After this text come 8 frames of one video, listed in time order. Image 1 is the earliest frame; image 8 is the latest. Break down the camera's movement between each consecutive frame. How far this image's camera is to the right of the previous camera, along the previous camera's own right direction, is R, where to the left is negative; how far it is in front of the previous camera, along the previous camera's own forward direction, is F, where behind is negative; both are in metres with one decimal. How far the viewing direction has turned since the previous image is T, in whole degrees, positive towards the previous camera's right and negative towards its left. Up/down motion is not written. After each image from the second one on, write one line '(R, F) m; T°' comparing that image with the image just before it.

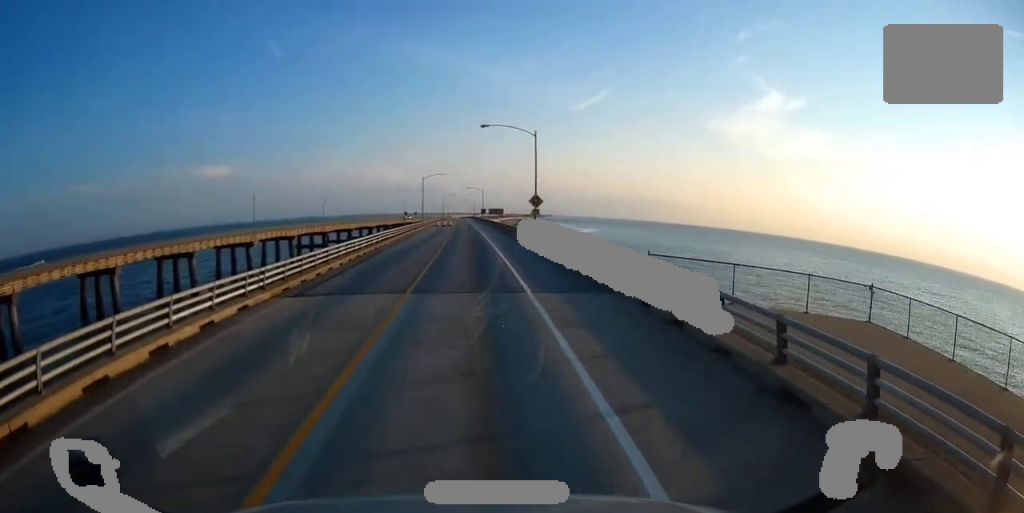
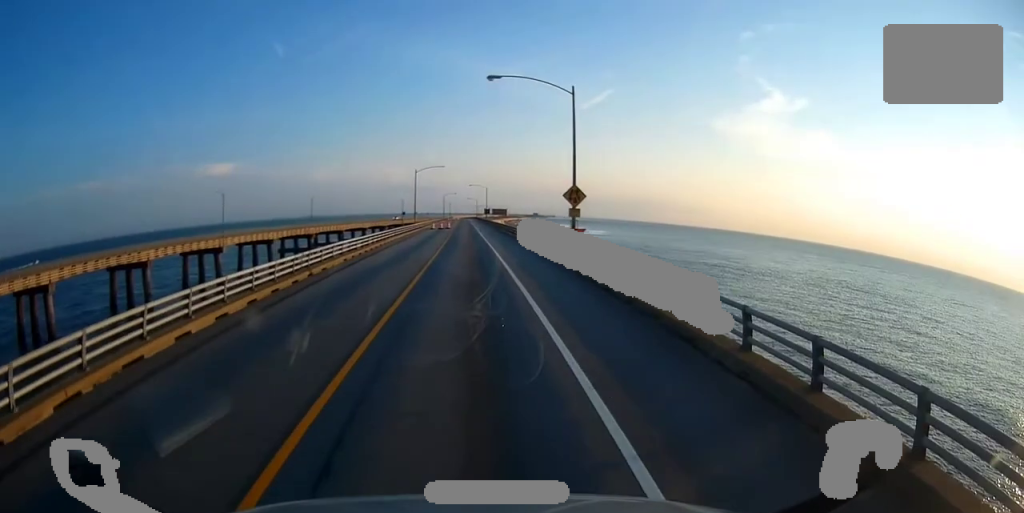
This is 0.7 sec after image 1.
(-0.2, +18.0) m; -1°
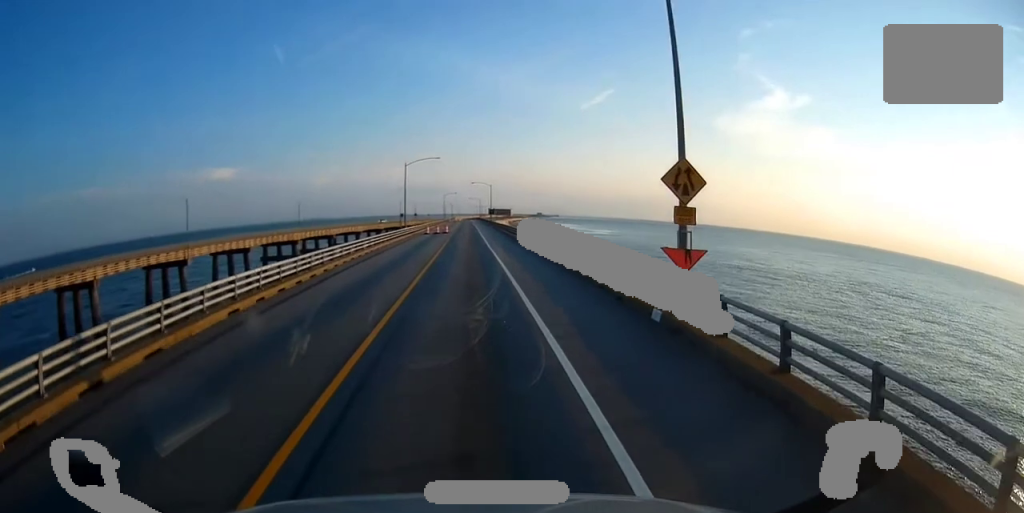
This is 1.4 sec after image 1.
(0.0, +16.0) m; 0°
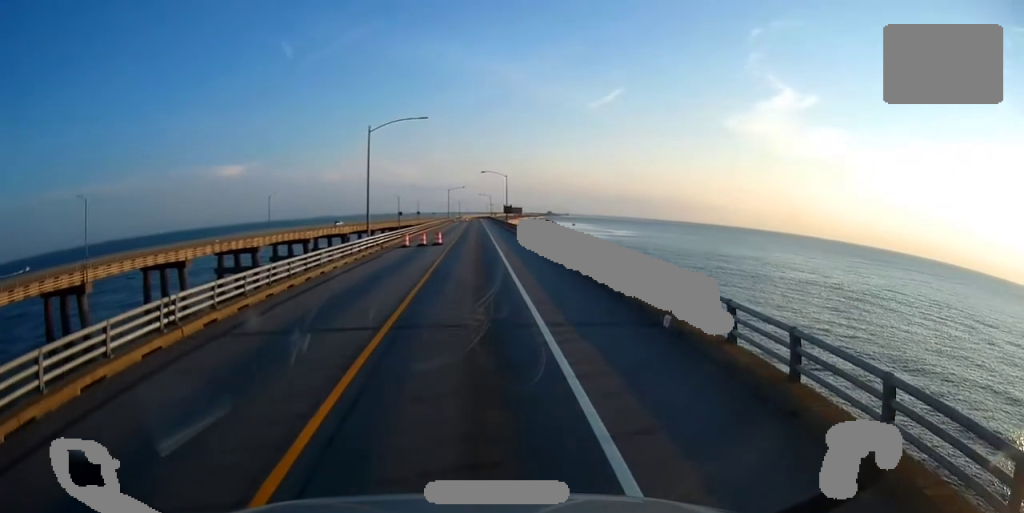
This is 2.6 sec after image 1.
(-0.3, +31.8) m; 0°
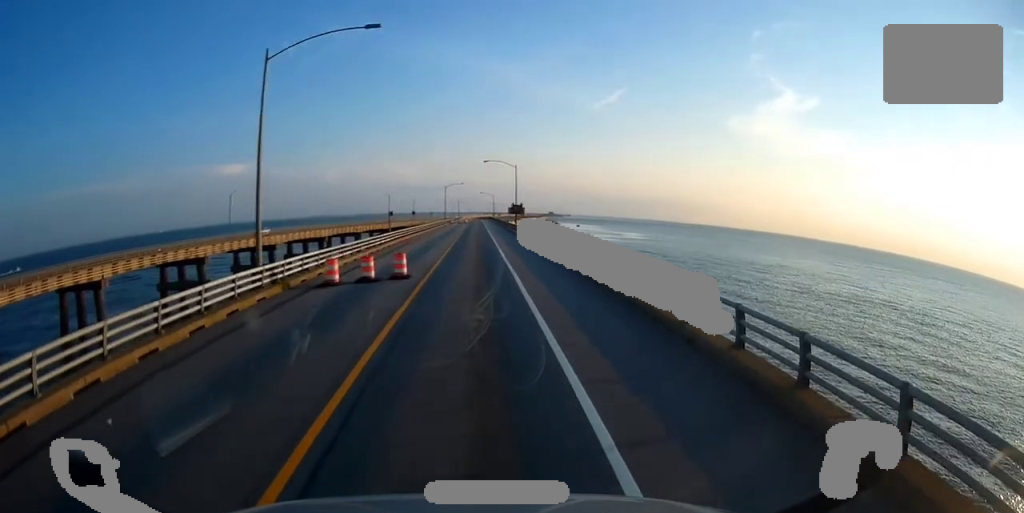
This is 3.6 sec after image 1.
(+0.4, +22.7) m; 0°
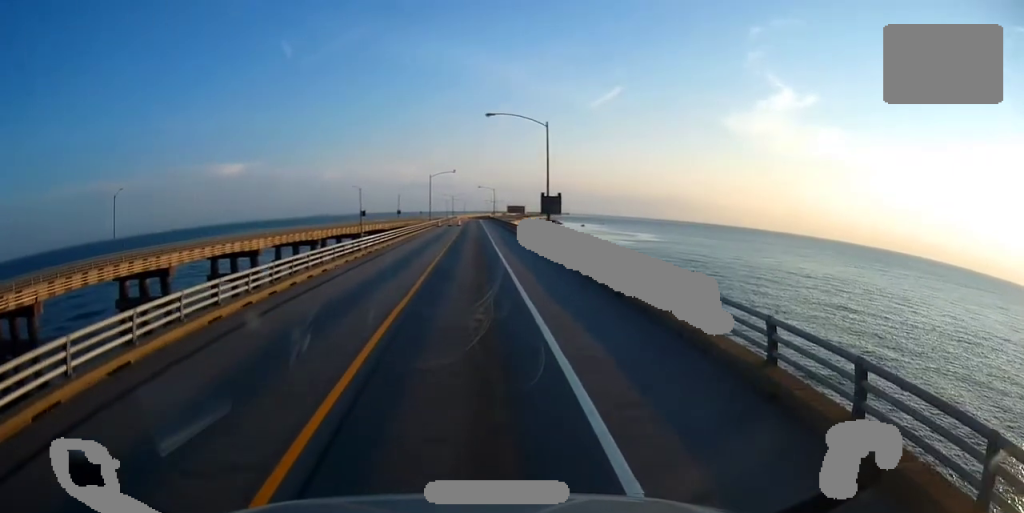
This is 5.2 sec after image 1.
(-0.8, +39.2) m; -1°
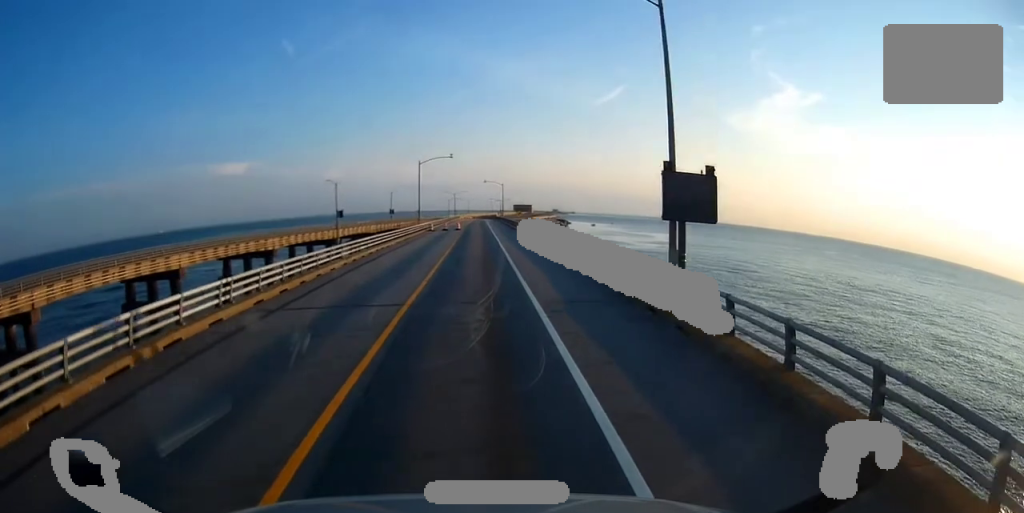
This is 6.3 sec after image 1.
(+0.2, +27.1) m; 0°
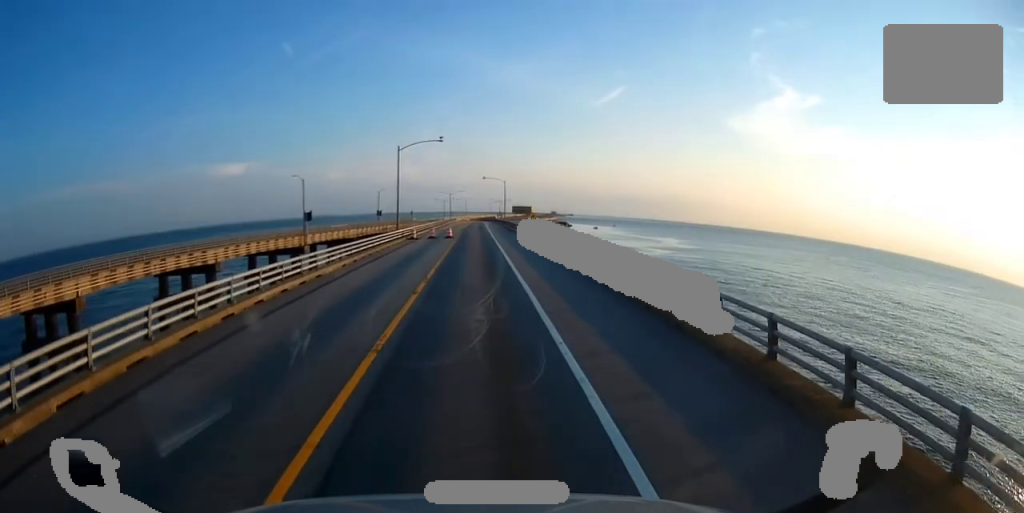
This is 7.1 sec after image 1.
(-0.3, +19.3) m; 0°
